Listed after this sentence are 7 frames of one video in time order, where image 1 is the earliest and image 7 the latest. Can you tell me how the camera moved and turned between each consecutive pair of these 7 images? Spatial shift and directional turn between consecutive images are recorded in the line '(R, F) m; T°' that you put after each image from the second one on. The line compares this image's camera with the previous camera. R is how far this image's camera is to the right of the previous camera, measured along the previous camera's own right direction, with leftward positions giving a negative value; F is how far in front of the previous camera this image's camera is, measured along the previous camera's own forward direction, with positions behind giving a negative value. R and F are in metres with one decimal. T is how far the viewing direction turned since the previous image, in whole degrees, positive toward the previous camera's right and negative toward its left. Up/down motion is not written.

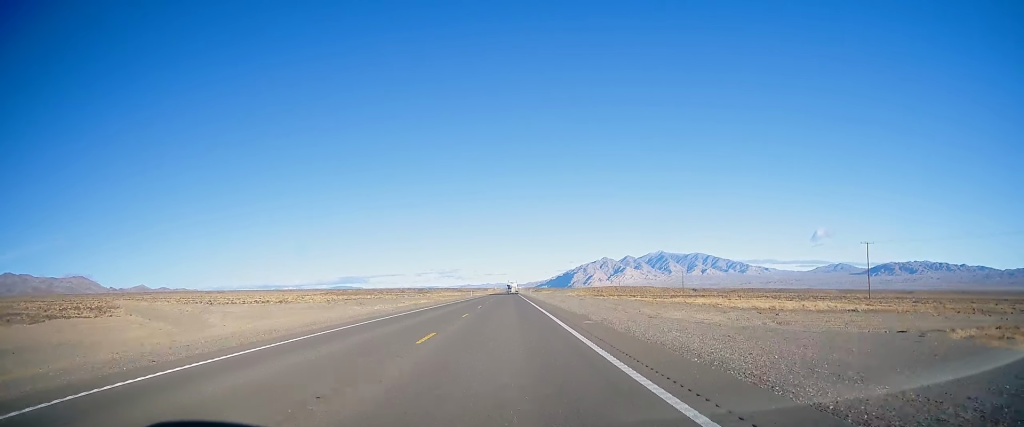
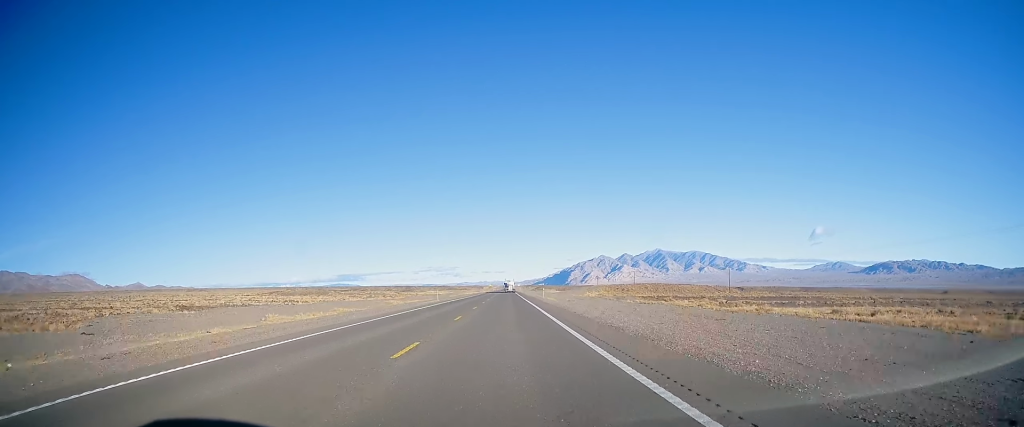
(-0.5, +51.3) m; 0°
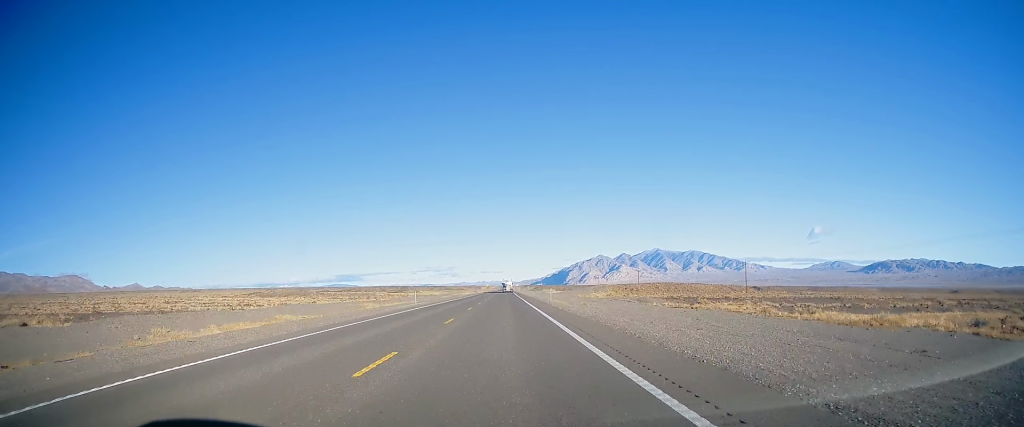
(+0.2, +14.4) m; +1°
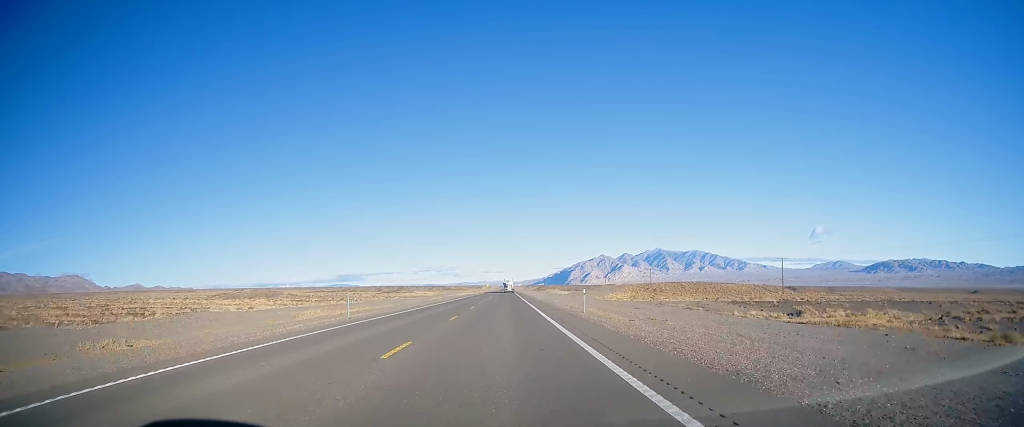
(+0.2, +21.9) m; 0°
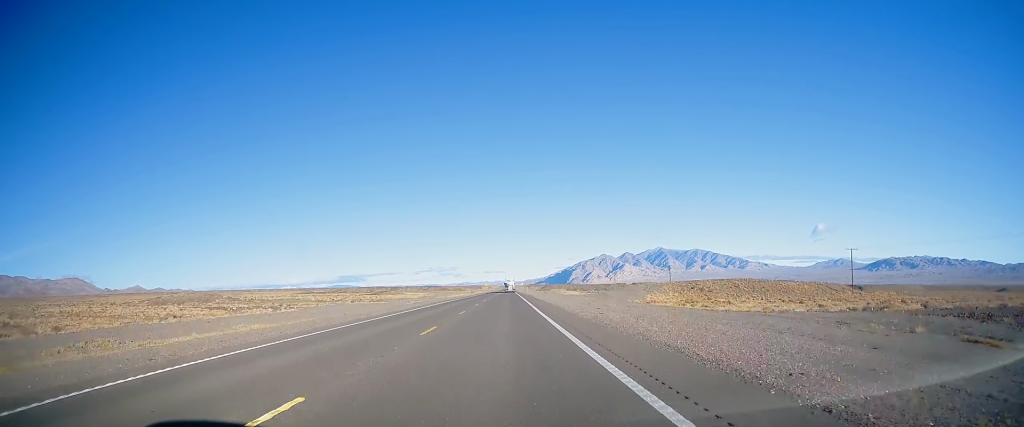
(+0.1, +30.6) m; 0°
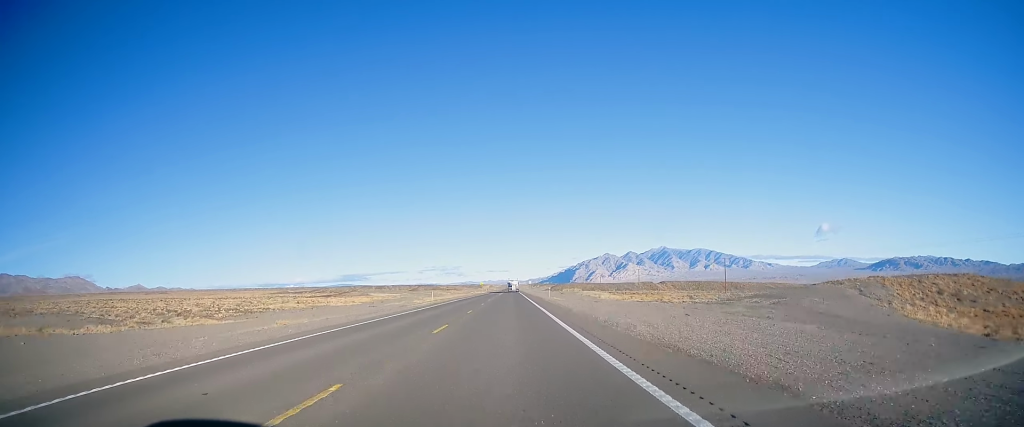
(-1.1, +59.3) m; -2°
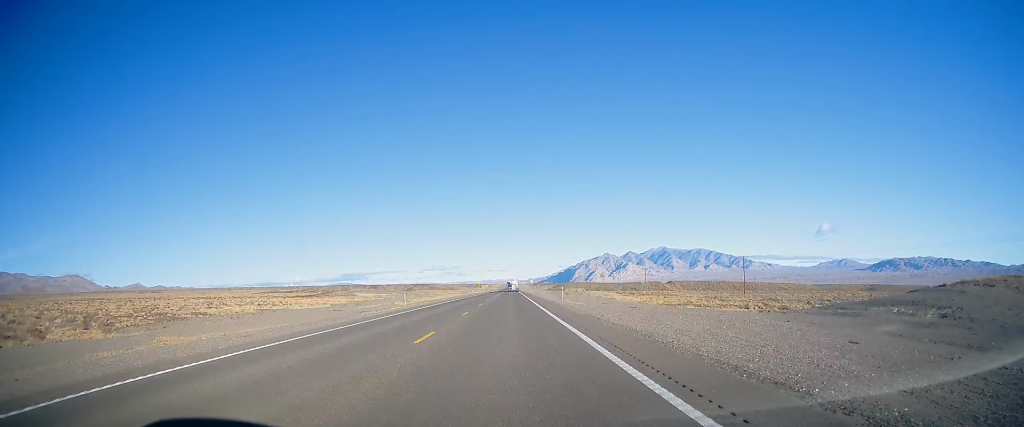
(-0.1, +15.4) m; 0°
